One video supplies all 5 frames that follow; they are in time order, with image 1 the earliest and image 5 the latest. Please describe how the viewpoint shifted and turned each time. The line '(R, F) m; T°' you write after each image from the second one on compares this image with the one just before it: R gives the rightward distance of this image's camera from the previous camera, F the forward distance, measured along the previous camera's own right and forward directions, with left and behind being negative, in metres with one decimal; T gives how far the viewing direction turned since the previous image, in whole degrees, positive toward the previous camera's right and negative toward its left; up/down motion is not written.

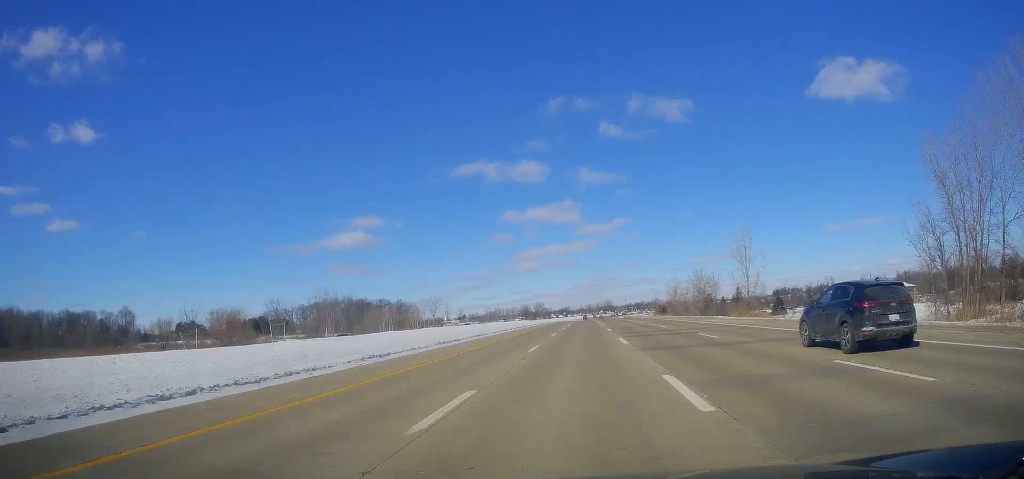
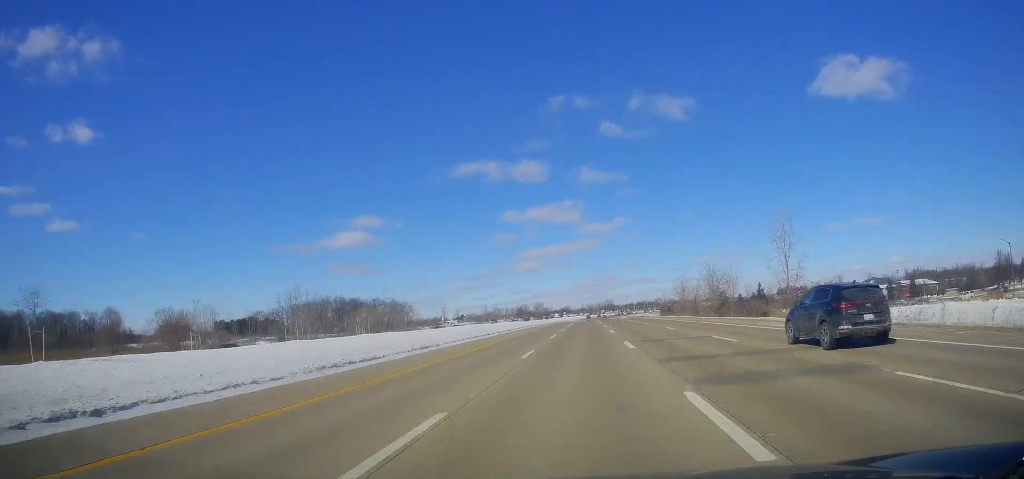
(+0.1, +17.9) m; 0°
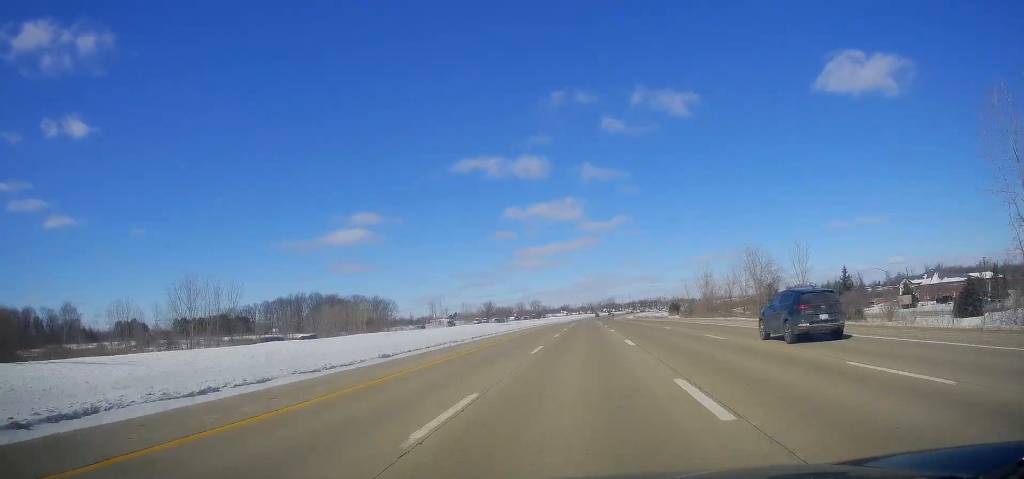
(-0.5, +43.6) m; 0°
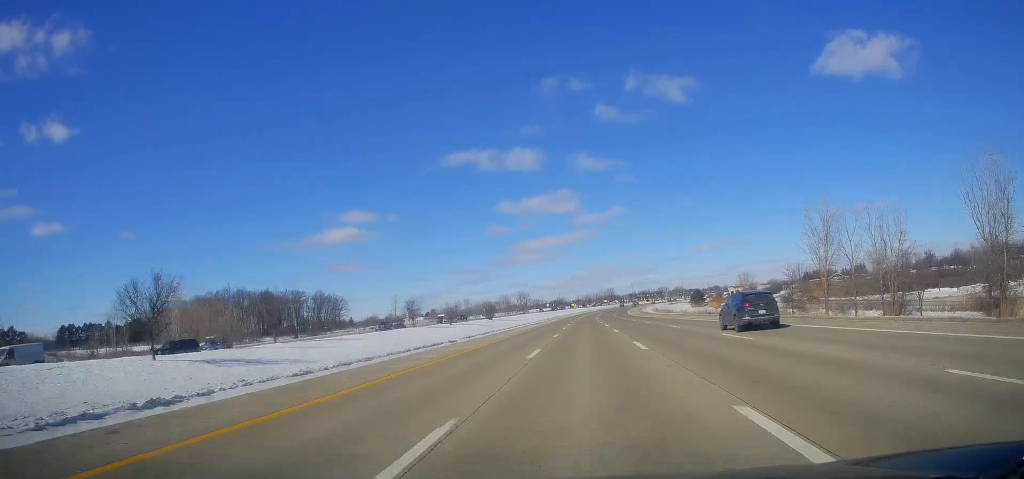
(+0.2, +94.2) m; 0°
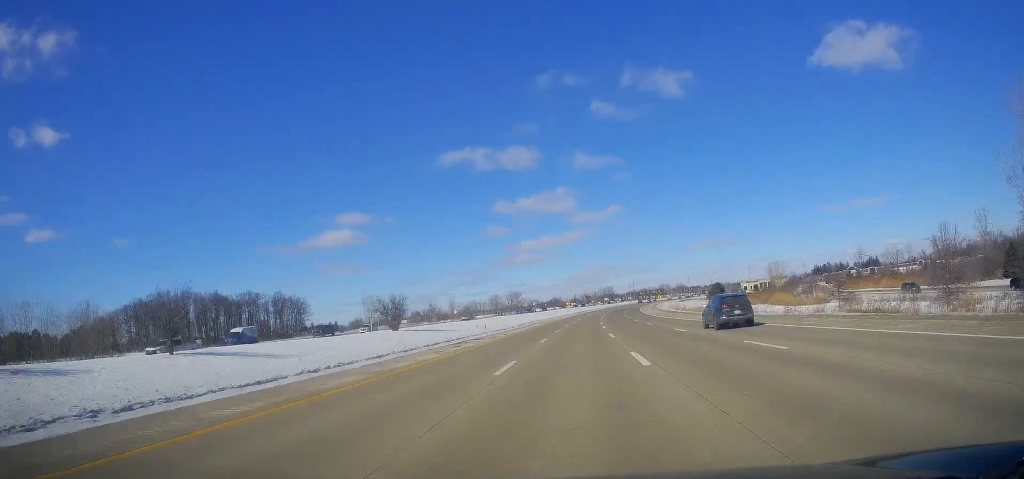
(0.0, +50.1) m; +1°
